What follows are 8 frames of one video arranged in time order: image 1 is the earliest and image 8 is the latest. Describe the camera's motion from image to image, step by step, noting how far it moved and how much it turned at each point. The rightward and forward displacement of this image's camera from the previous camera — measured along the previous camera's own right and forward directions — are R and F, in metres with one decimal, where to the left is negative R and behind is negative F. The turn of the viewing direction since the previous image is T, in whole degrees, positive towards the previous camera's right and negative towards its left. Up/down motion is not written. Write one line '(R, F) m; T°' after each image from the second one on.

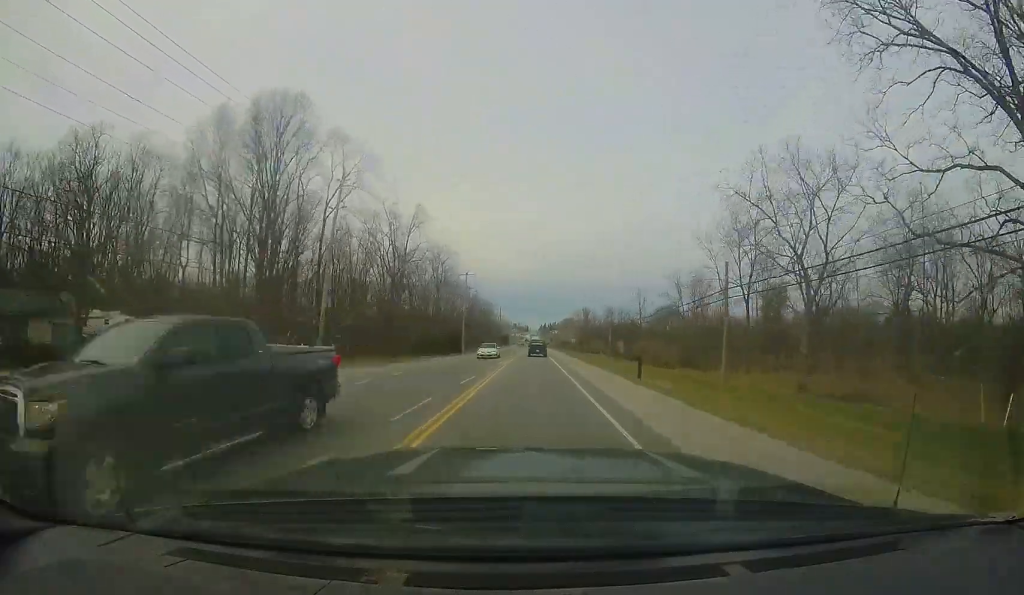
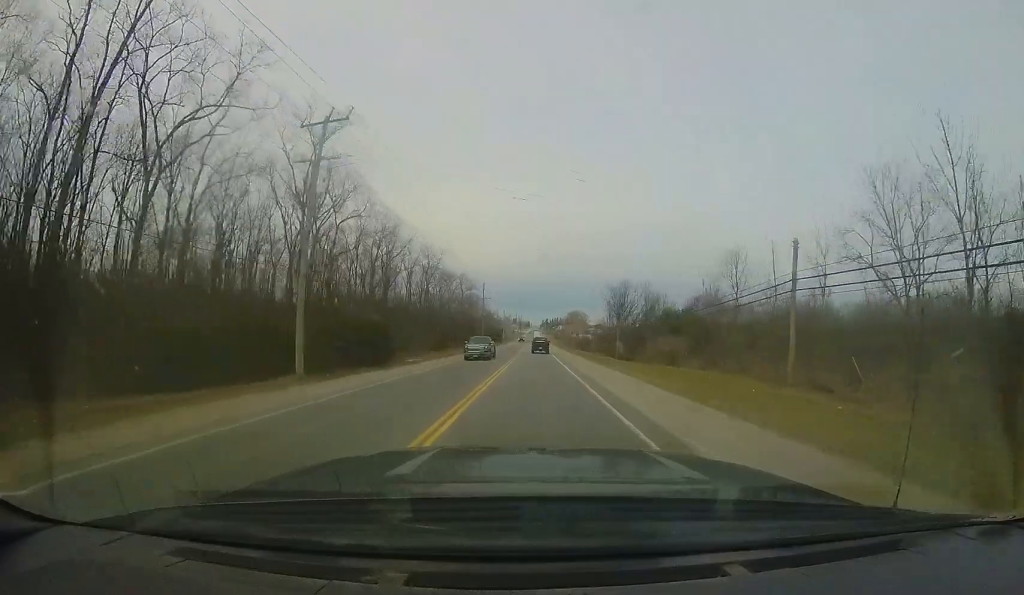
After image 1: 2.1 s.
(-0.6, +43.8) m; -2°
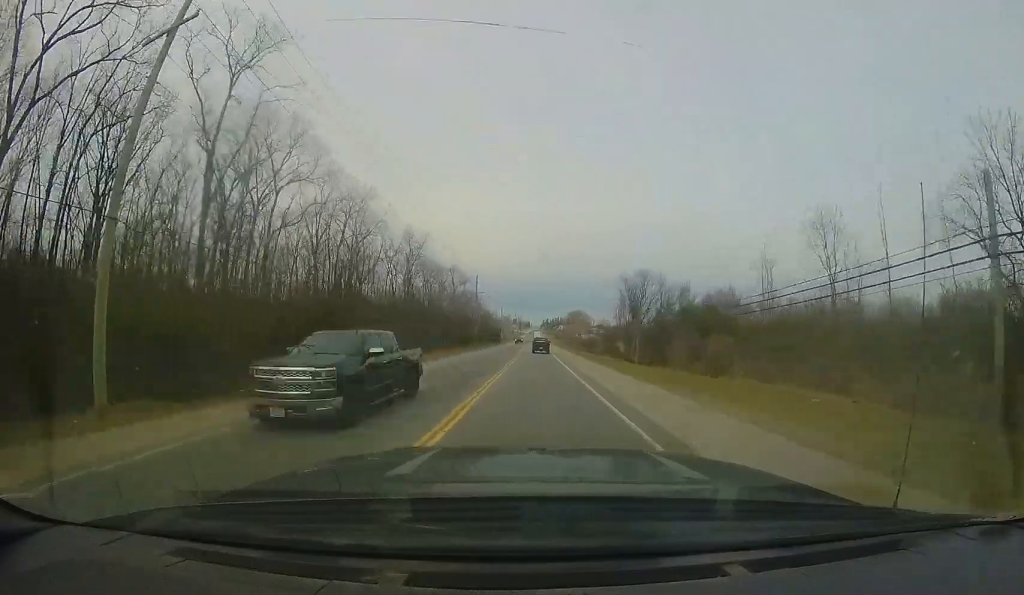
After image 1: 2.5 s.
(-0.2, +10.2) m; 0°
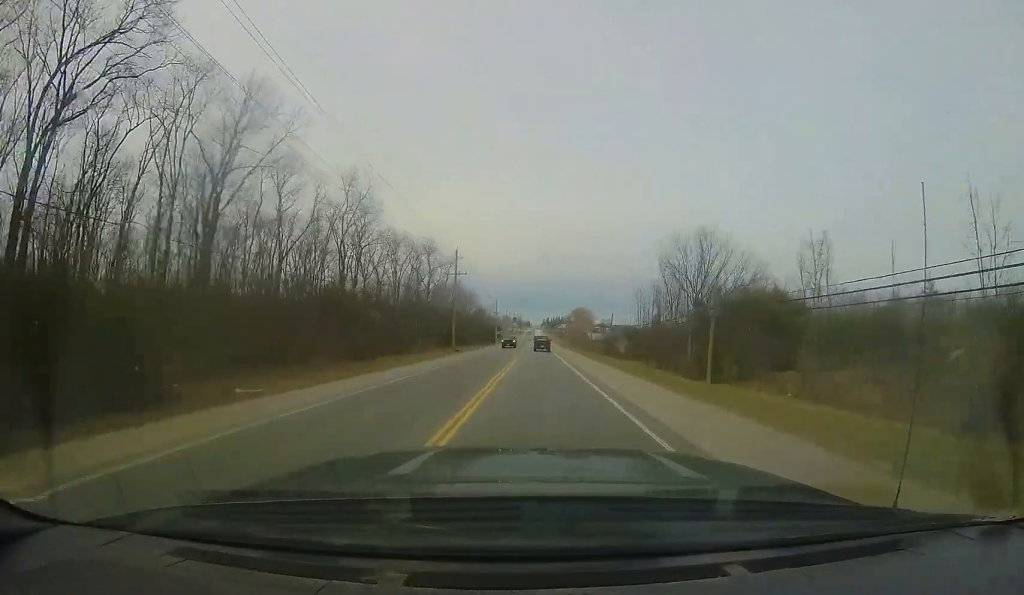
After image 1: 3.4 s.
(0.0, +19.0) m; 0°
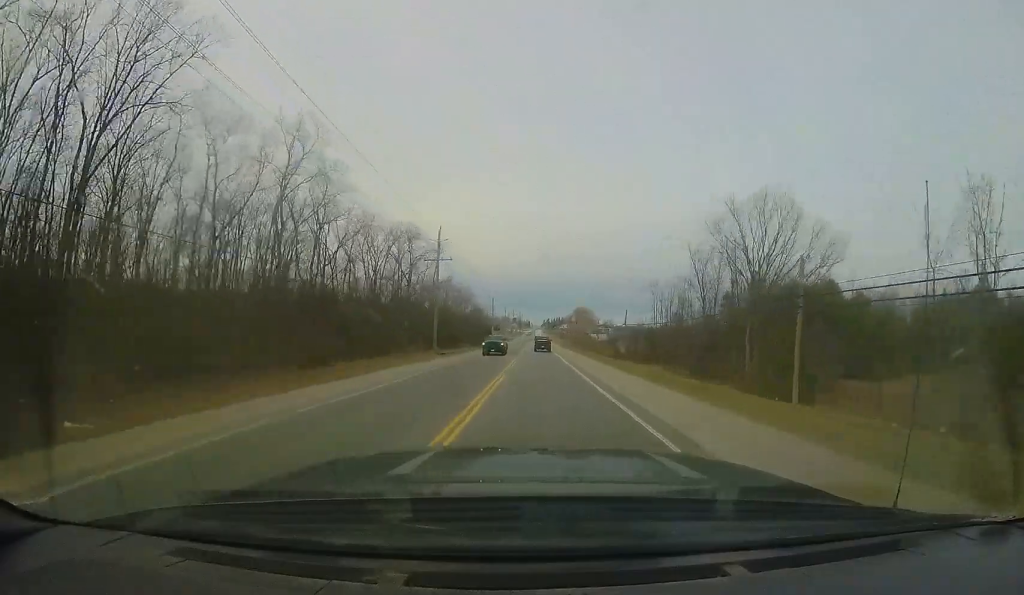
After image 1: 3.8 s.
(+0.2, +9.6) m; 0°
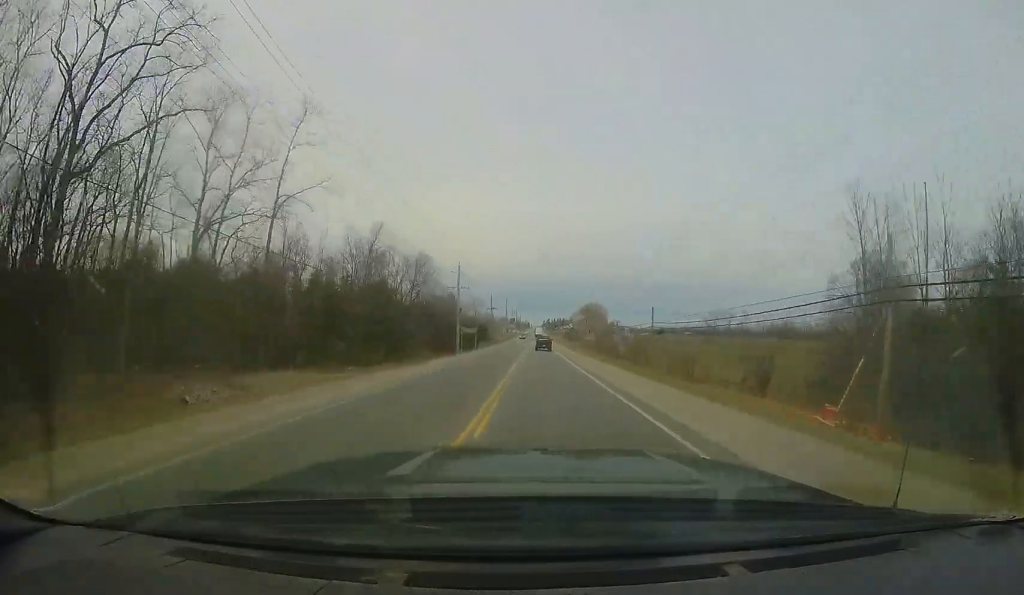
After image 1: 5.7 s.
(-1.3, +42.2) m; -1°
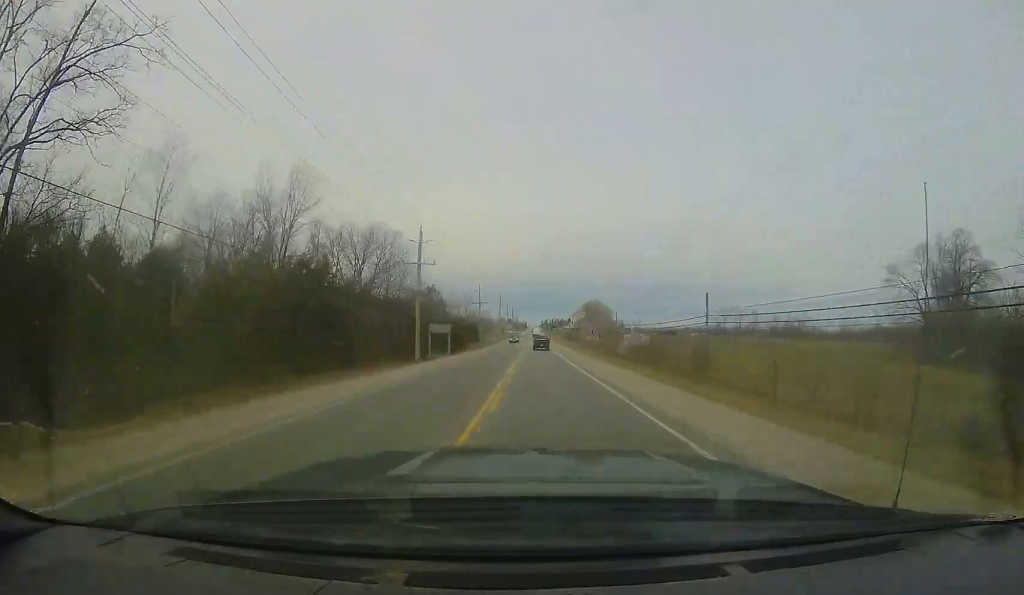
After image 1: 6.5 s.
(+0.3, +16.5) m; +1°
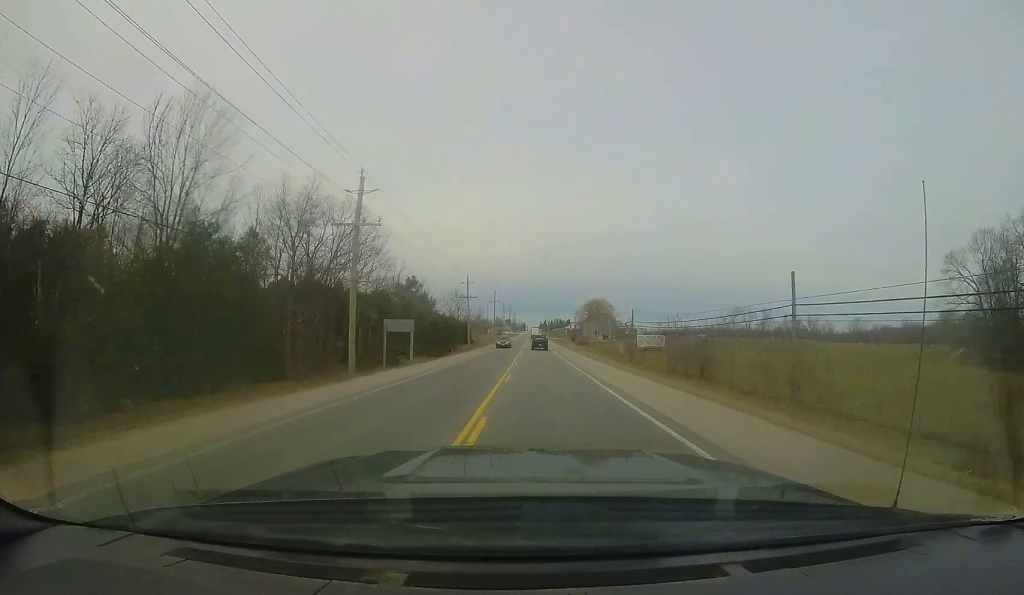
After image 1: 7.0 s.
(+0.3, +12.1) m; +1°
